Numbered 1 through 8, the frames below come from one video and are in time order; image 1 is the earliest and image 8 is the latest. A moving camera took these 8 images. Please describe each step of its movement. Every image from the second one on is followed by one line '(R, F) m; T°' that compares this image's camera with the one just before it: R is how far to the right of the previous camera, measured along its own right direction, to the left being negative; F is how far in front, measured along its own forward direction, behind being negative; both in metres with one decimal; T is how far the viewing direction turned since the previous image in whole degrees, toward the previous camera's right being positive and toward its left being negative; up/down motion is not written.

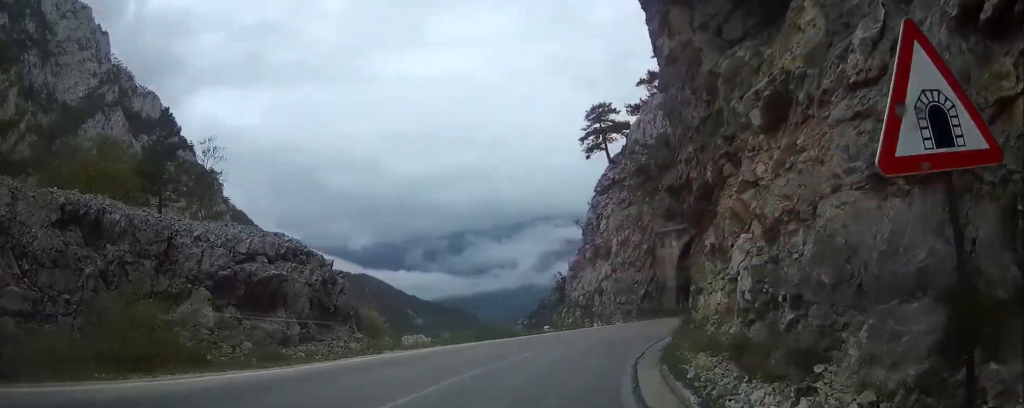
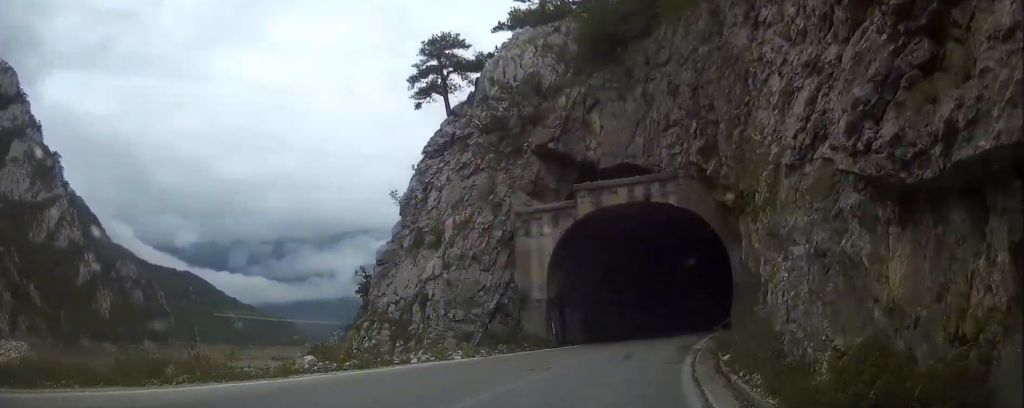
(+2.7, +17.8) m; +14°
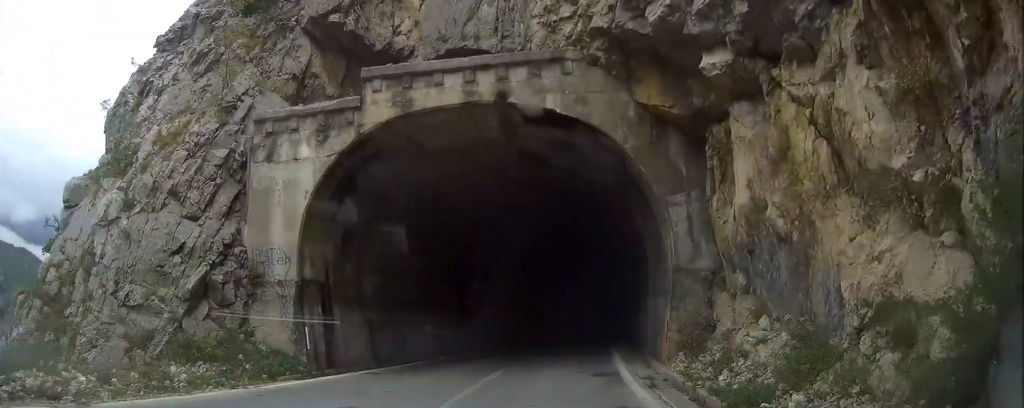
(+1.4, +14.3) m; +13°
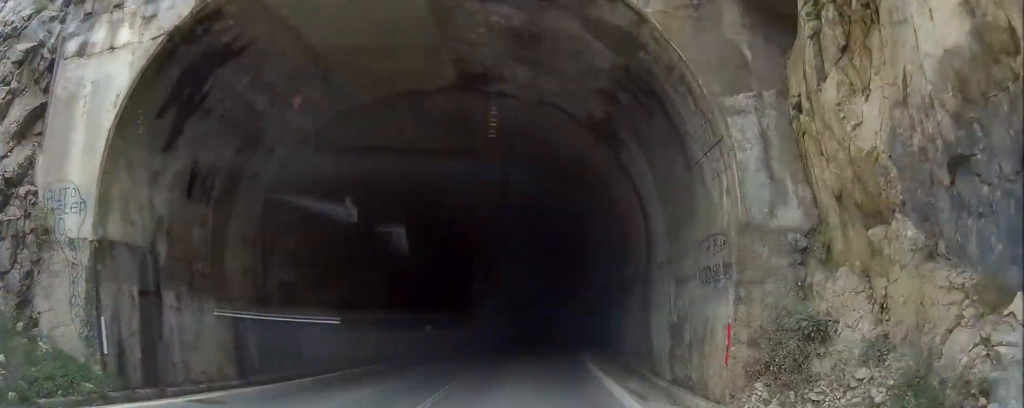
(+0.5, +6.6) m; +5°
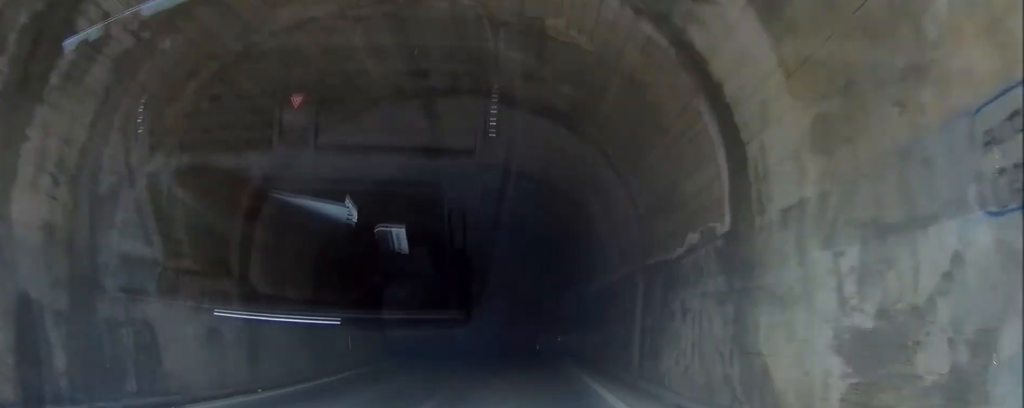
(+0.1, +6.0) m; +1°
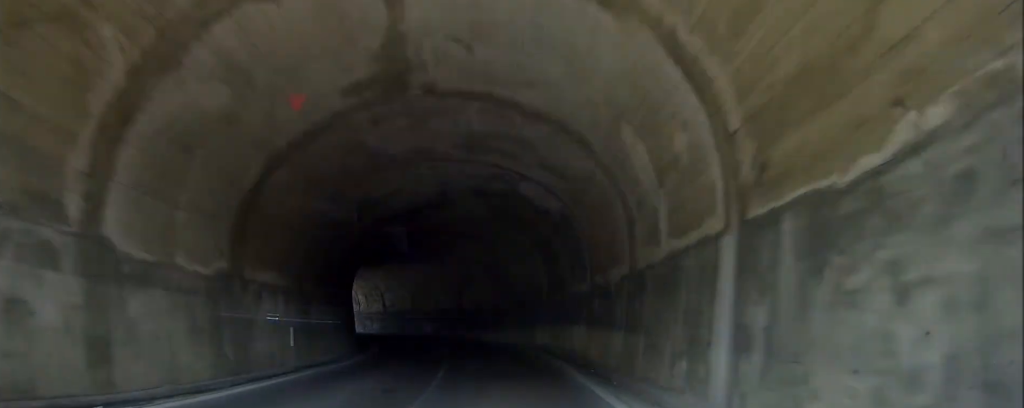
(0.0, +5.3) m; +1°
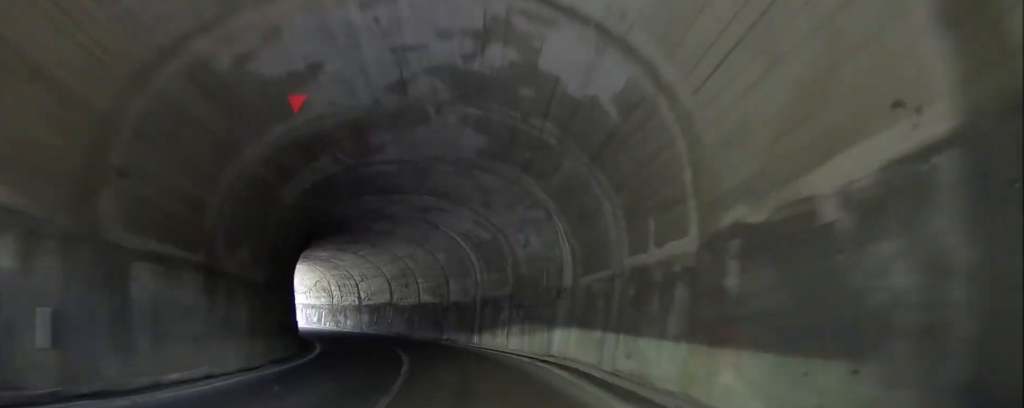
(+0.2, +10.2) m; 0°
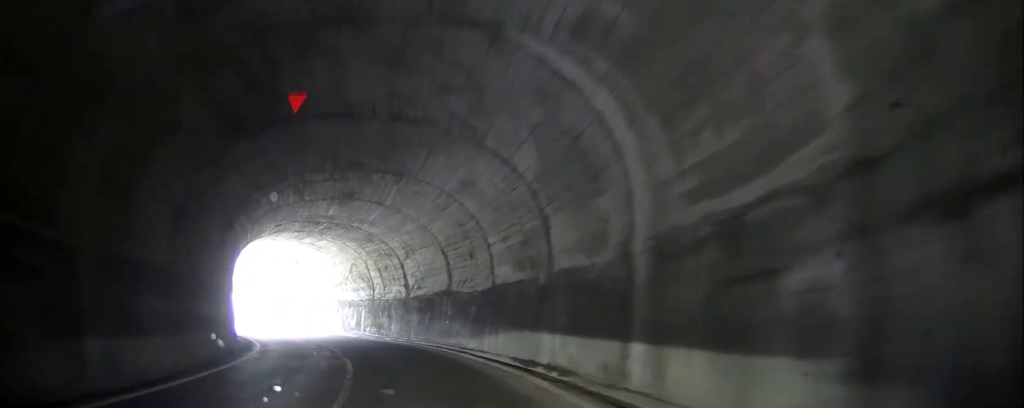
(-0.2, +20.5) m; -2°
